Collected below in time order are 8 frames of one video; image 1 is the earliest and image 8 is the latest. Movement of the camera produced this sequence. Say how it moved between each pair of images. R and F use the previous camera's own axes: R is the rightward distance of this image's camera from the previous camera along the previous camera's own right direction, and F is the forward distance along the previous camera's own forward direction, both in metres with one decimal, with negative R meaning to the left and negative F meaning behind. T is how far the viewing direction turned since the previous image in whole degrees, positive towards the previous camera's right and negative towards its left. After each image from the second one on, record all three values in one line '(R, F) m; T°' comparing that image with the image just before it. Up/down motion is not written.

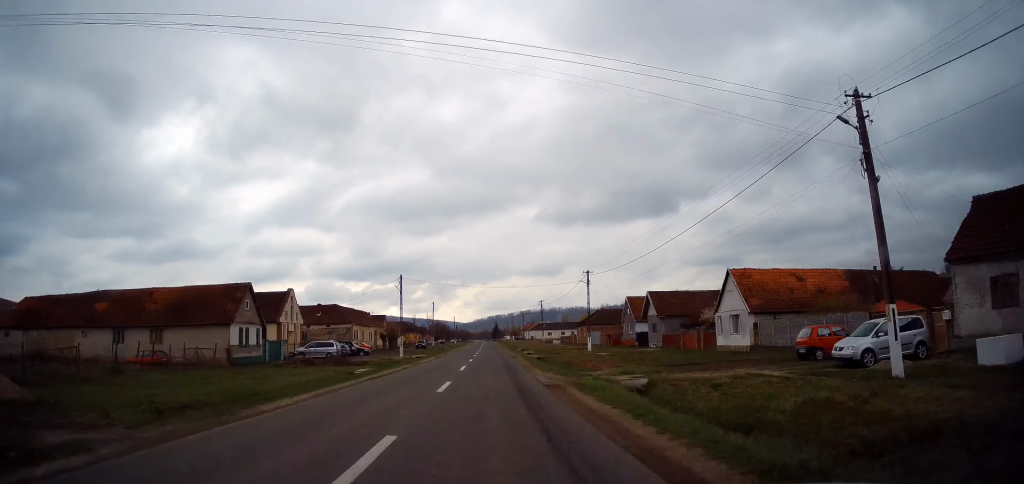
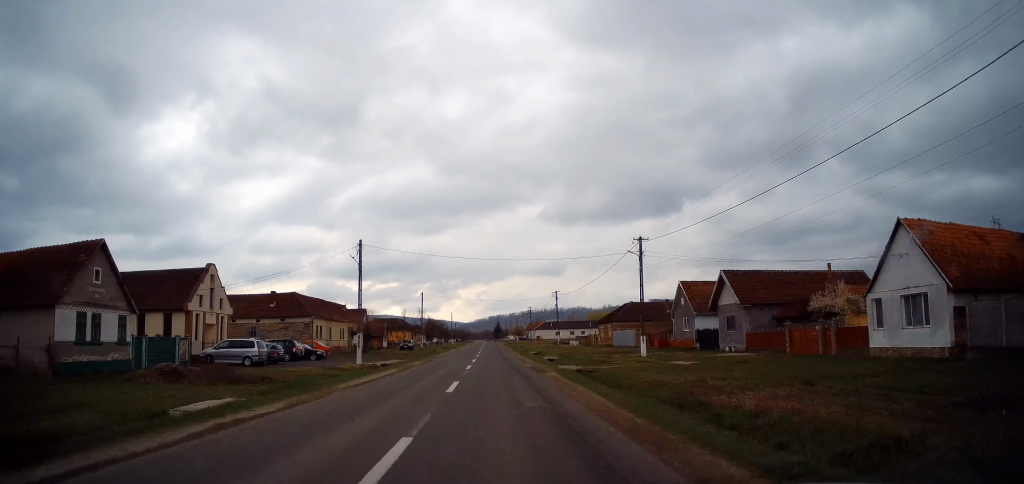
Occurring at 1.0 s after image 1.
(-0.1, +18.9) m; 0°
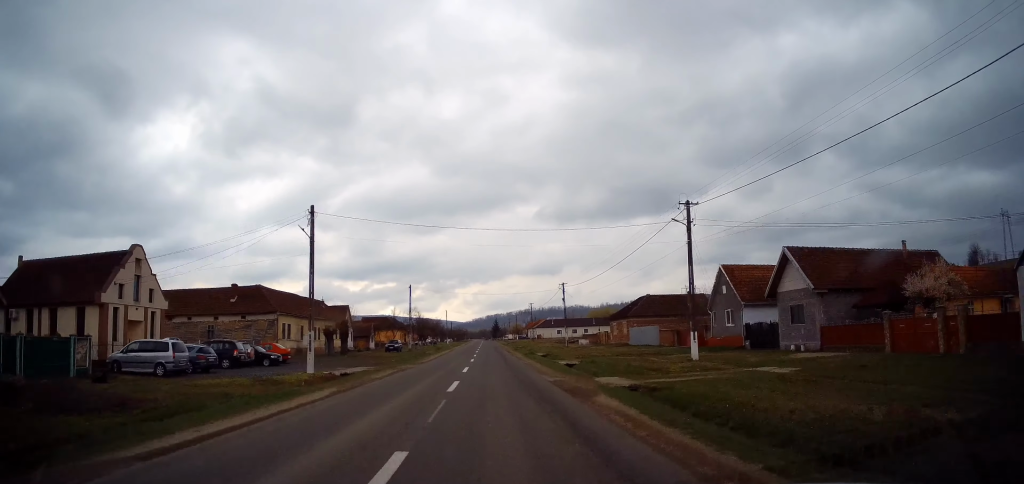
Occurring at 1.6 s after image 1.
(0.0, +9.8) m; 0°
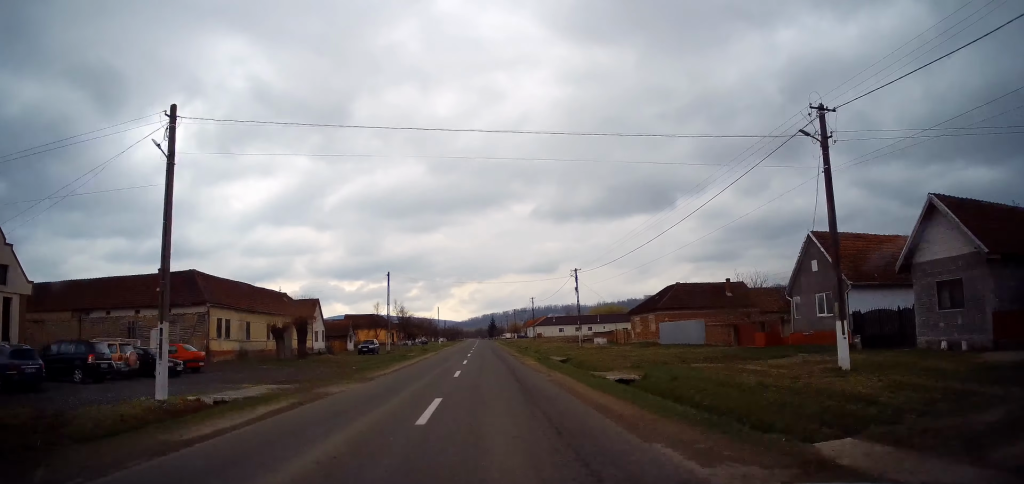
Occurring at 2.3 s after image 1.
(0.0, +12.8) m; 0°
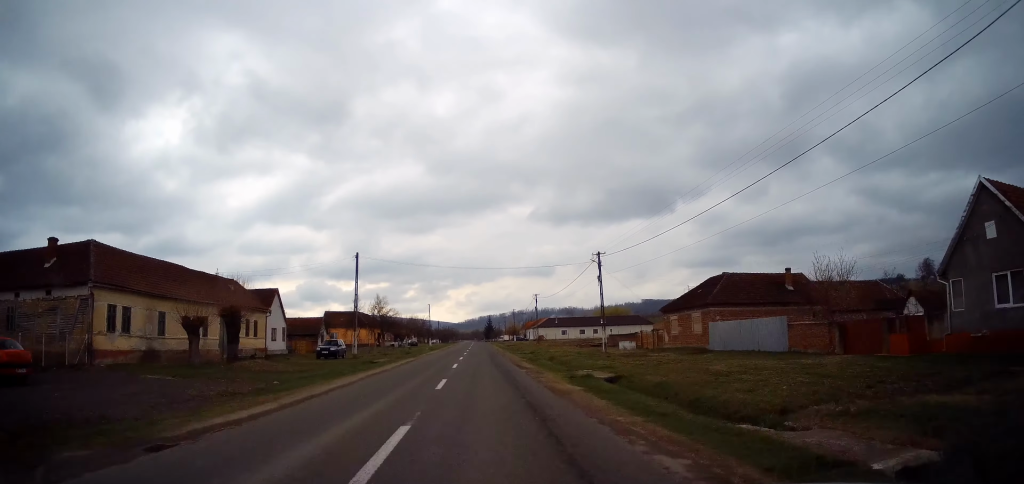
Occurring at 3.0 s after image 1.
(0.0, +12.9) m; 0°
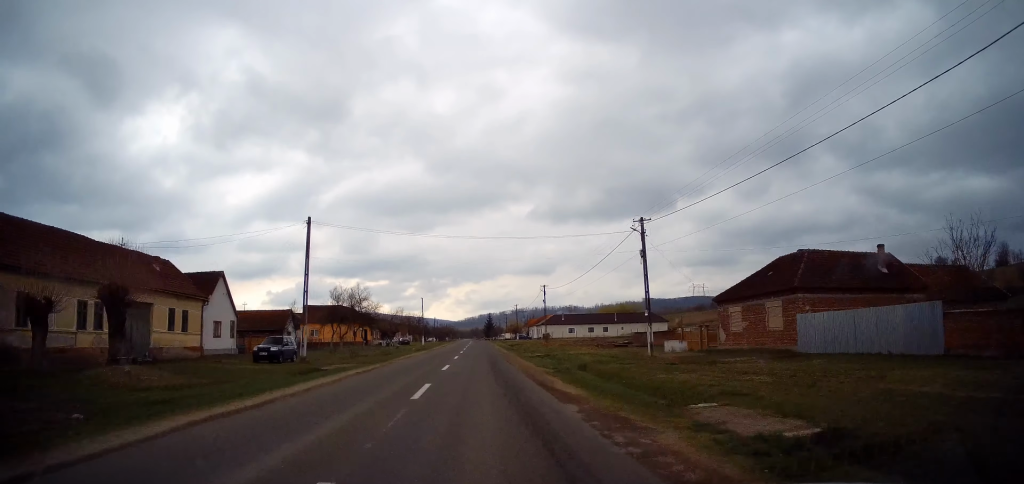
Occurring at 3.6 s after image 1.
(+0.1, +12.3) m; 0°
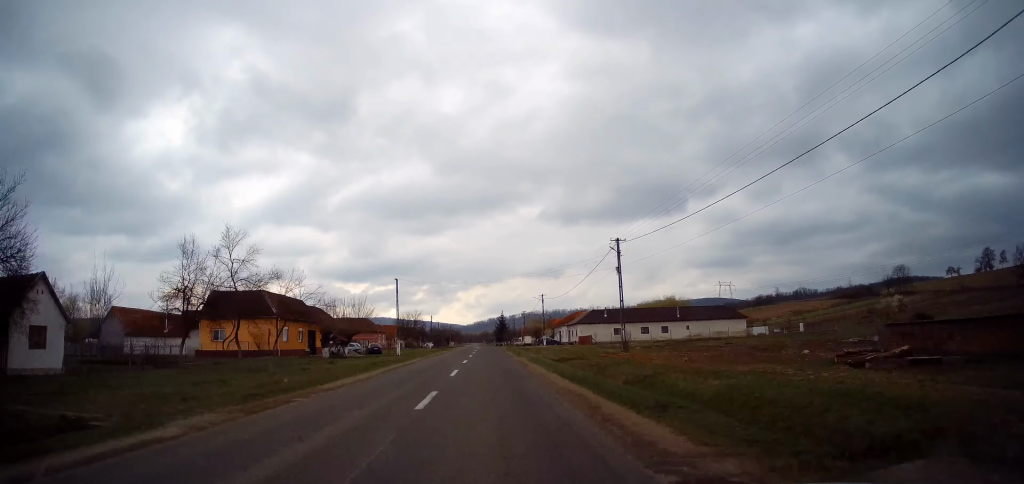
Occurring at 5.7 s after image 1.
(-0.5, +37.5) m; -1°
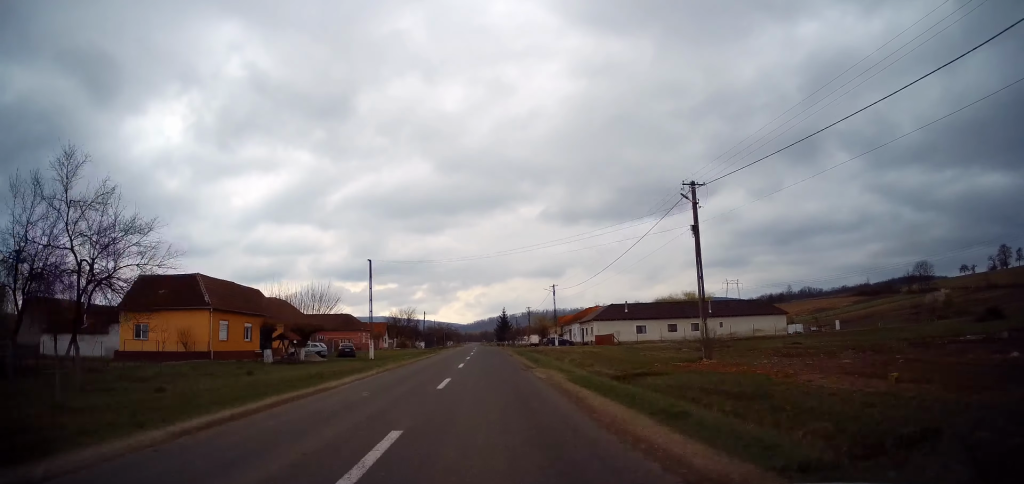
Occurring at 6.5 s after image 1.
(0.0, +14.3) m; 0°
